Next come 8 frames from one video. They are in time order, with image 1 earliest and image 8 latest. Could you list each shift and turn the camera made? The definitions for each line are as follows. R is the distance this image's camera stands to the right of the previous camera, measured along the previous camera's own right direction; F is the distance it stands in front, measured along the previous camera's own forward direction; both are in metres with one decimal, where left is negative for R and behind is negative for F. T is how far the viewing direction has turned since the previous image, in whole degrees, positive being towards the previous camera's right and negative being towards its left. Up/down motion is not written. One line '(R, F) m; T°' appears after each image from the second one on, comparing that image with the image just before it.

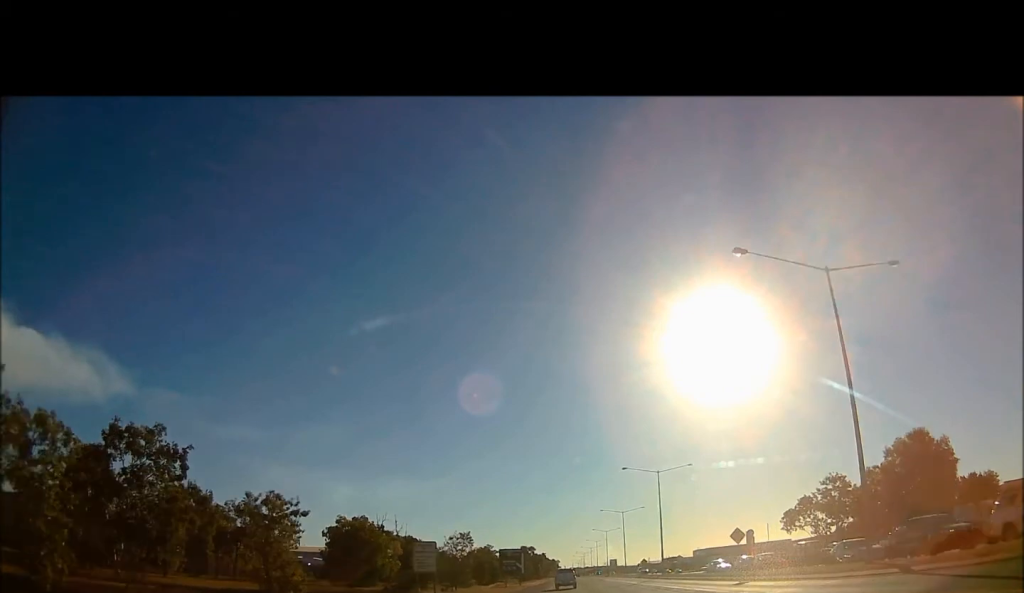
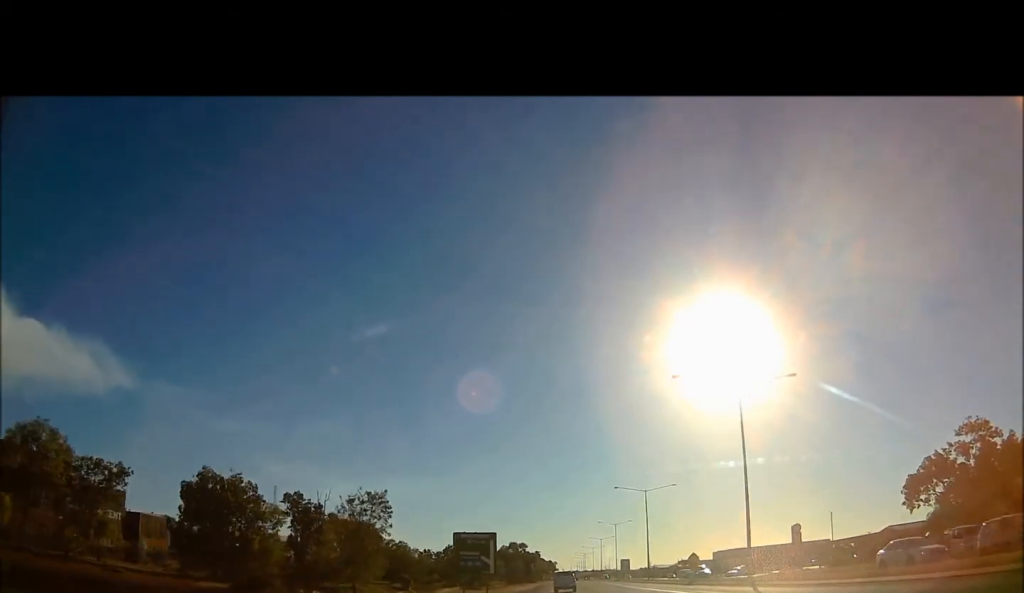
(+0.3, +39.2) m; +1°
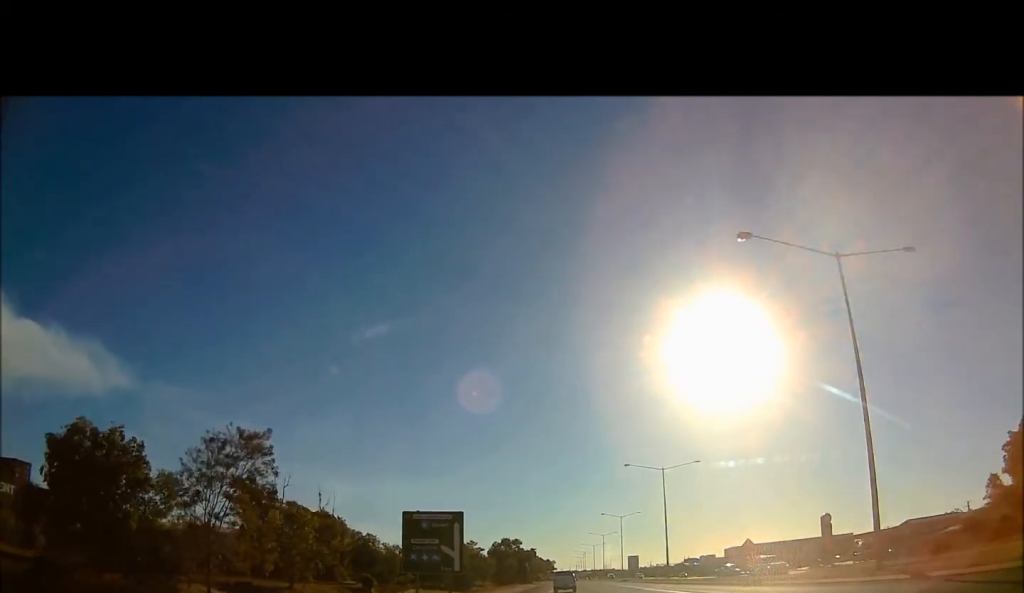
(+0.1, +19.4) m; +1°
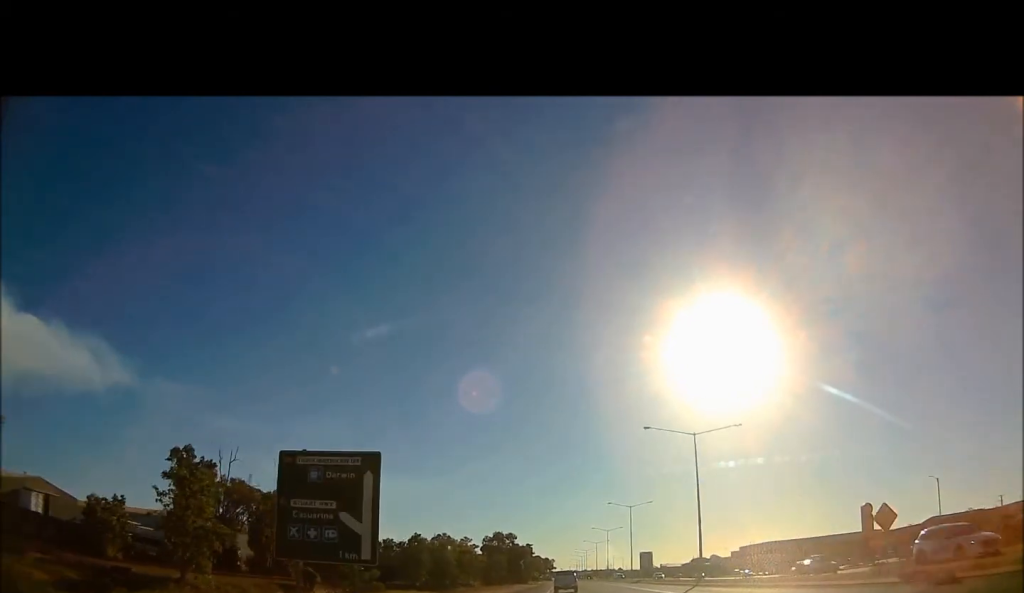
(+0.3, +17.5) m; +1°
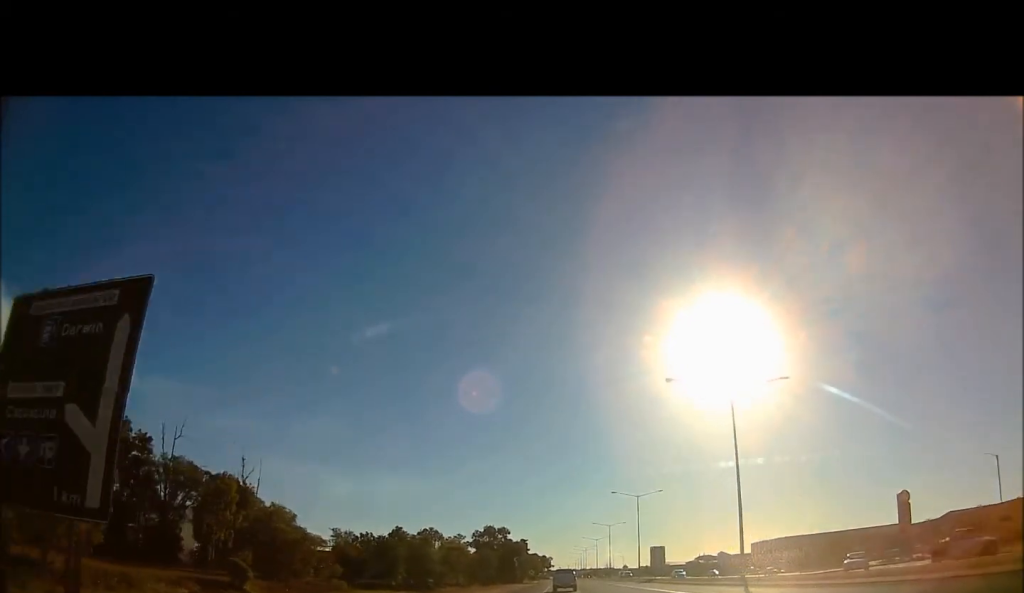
(+0.1, +12.7) m; 0°
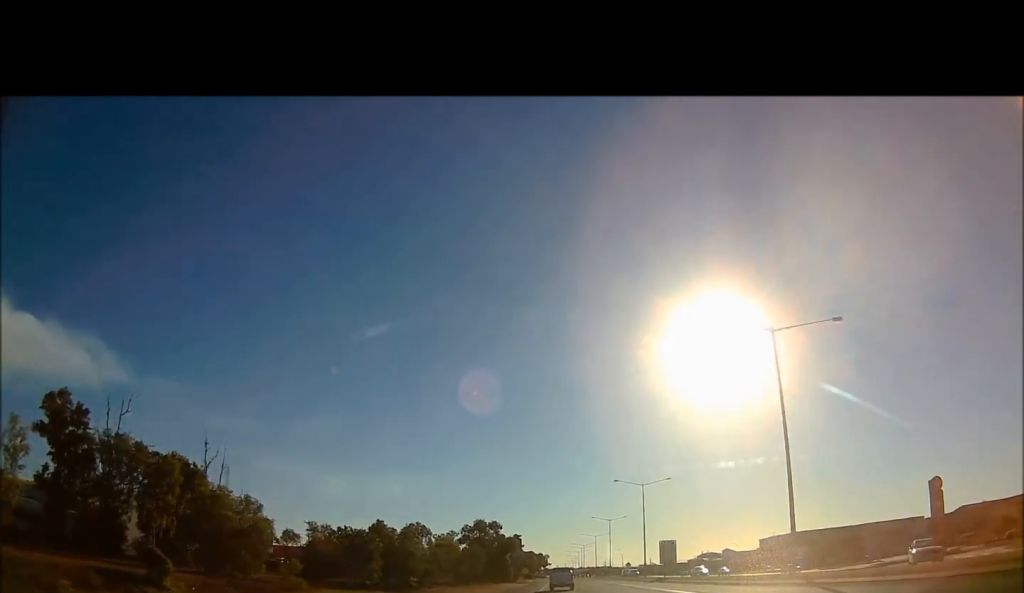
(0.0, +9.6) m; -1°
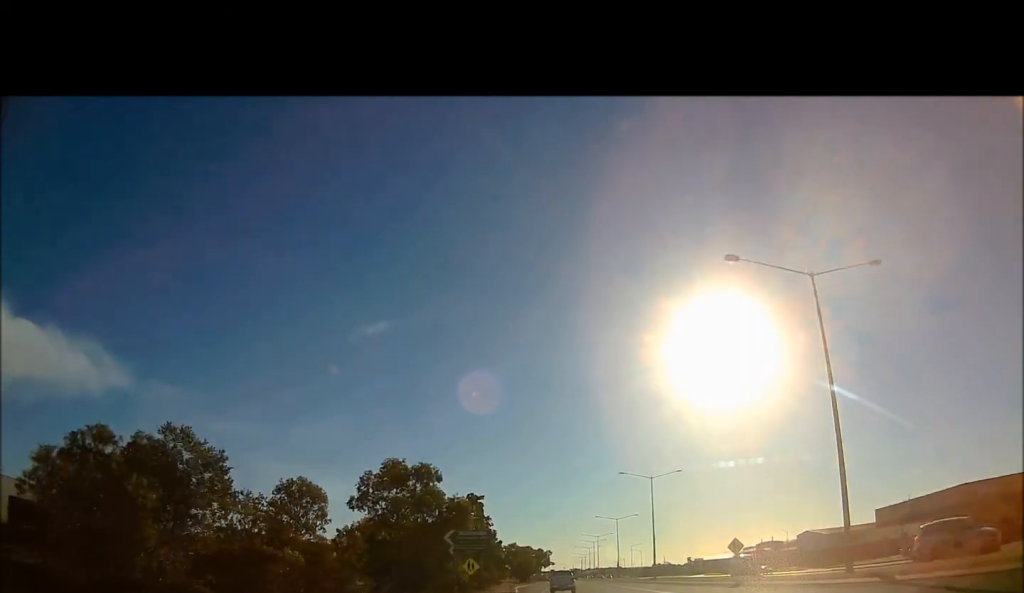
(-0.1, +60.4) m; +1°
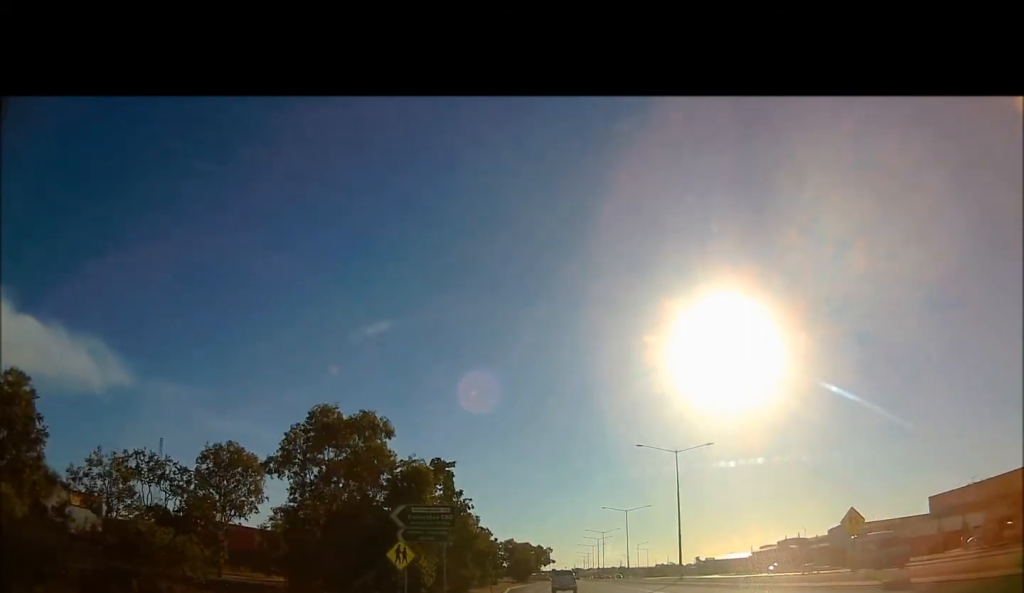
(0.0, +16.0) m; -1°
